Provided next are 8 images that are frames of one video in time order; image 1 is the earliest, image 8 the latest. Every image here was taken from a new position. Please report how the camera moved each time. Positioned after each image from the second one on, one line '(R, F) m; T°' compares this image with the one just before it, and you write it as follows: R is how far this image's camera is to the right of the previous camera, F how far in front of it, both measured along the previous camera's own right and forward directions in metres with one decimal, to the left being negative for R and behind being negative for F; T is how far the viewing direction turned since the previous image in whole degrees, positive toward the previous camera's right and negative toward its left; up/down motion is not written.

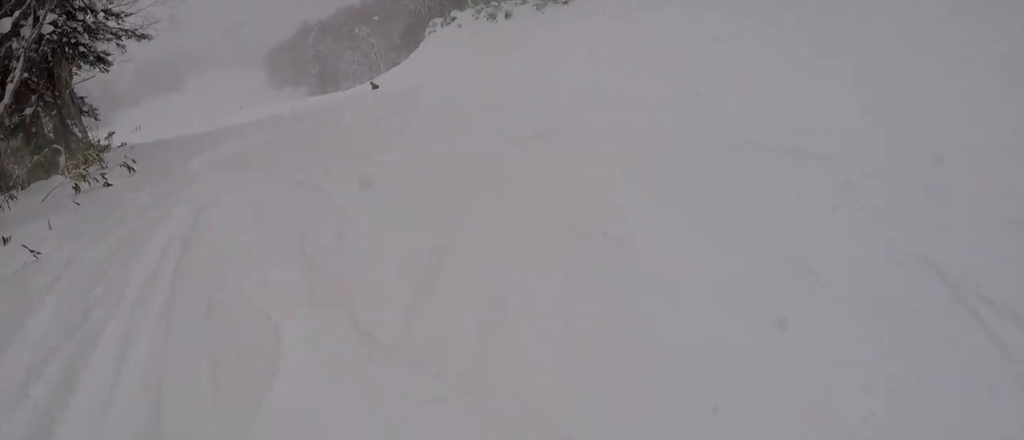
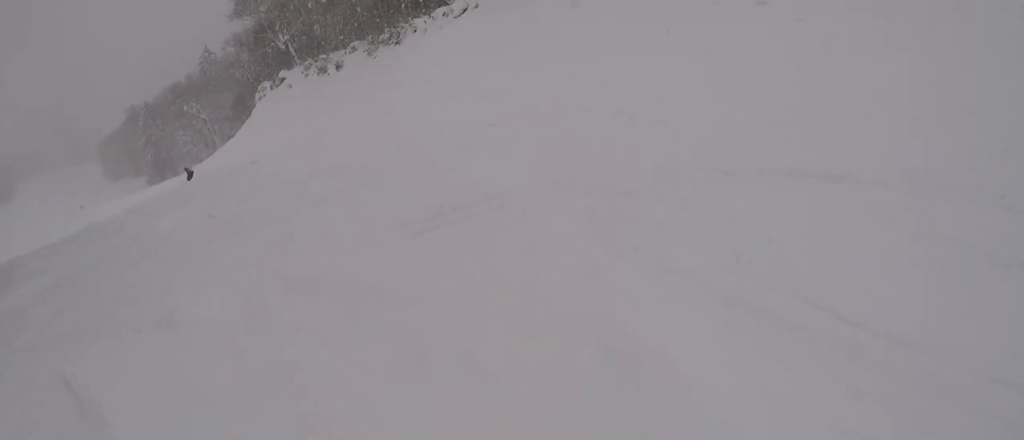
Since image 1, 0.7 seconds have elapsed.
(+0.3, +2.8) m; +9°
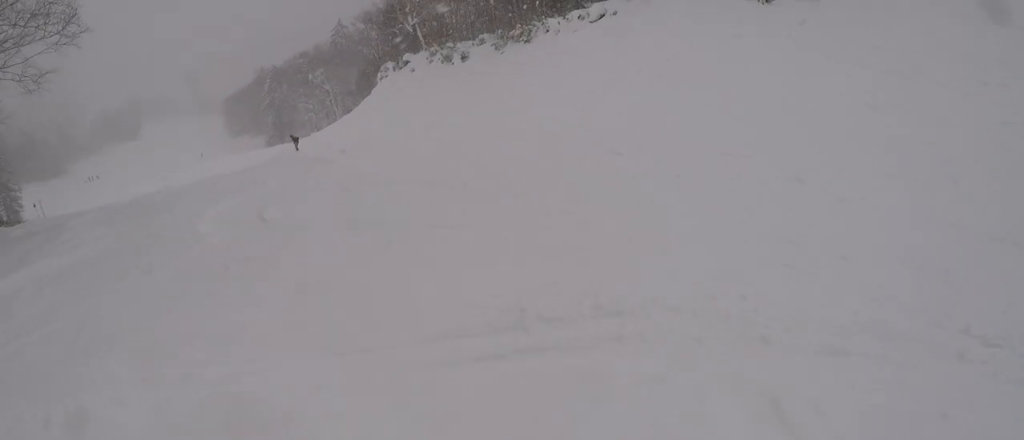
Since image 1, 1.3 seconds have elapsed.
(+0.1, +2.1) m; +5°
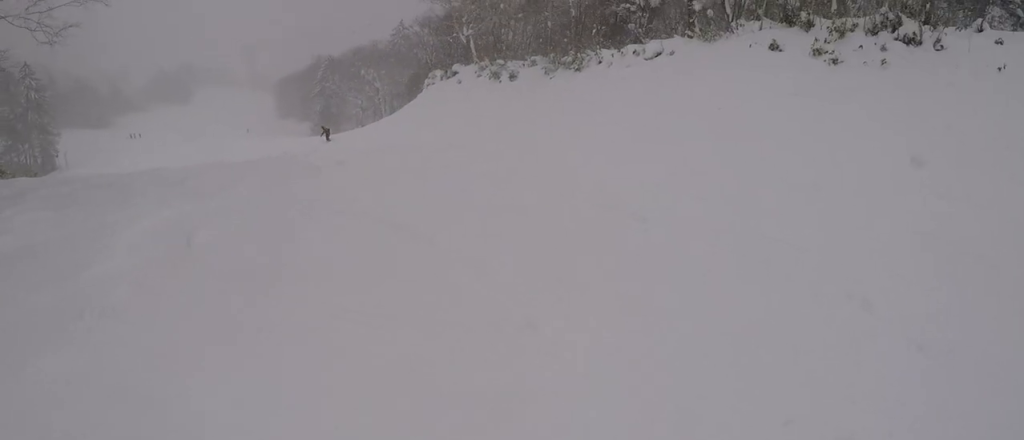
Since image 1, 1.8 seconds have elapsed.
(+0.1, +2.2) m; 0°
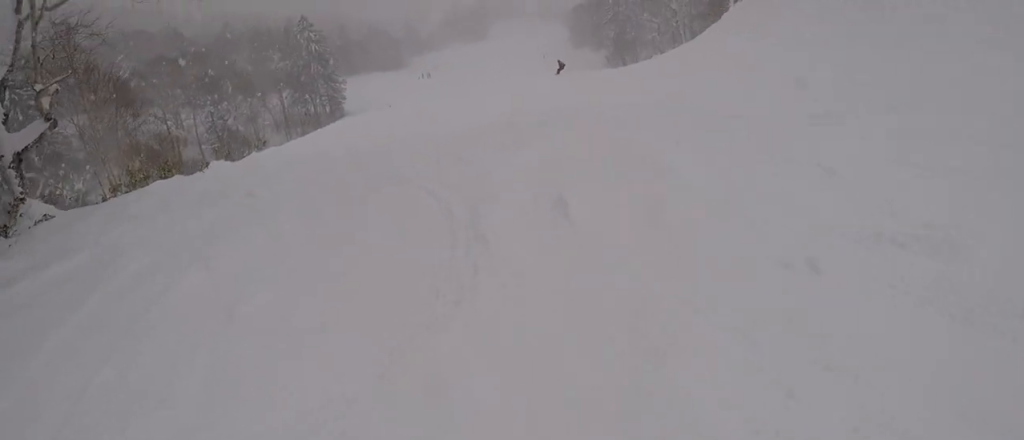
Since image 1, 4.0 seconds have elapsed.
(-2.8, +8.9) m; -30°
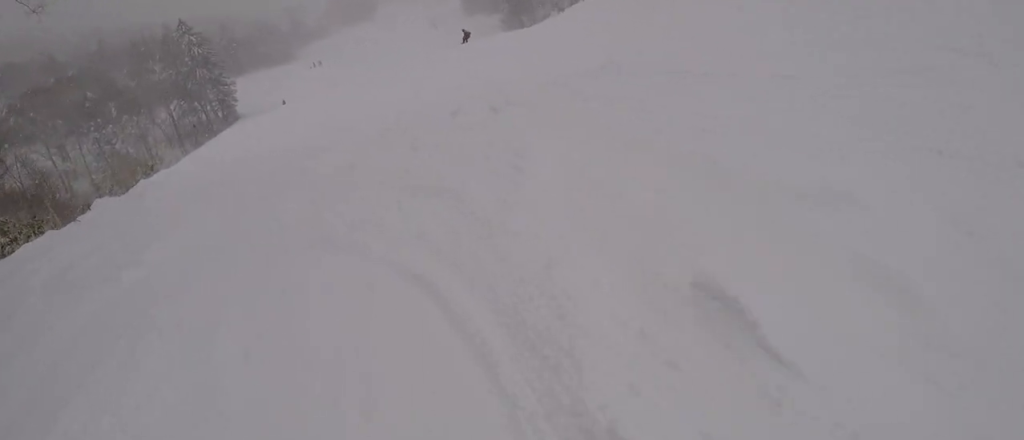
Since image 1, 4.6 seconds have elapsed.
(+0.1, +2.7) m; +4°
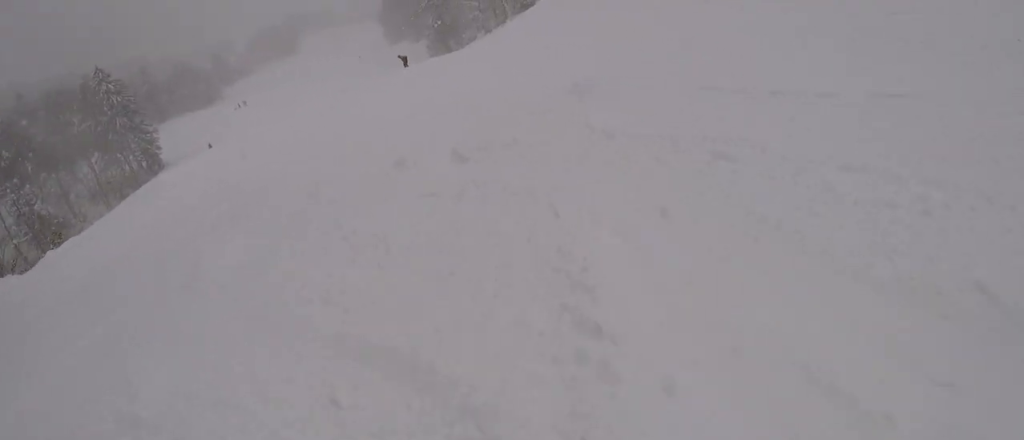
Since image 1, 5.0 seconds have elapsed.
(+0.4, +2.3) m; +7°
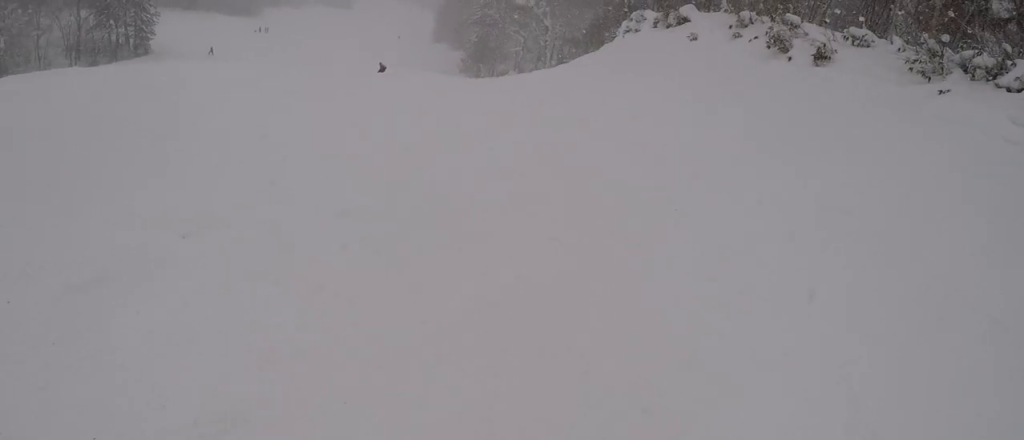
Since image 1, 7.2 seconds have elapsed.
(+3.5, +10.3) m; +11°
